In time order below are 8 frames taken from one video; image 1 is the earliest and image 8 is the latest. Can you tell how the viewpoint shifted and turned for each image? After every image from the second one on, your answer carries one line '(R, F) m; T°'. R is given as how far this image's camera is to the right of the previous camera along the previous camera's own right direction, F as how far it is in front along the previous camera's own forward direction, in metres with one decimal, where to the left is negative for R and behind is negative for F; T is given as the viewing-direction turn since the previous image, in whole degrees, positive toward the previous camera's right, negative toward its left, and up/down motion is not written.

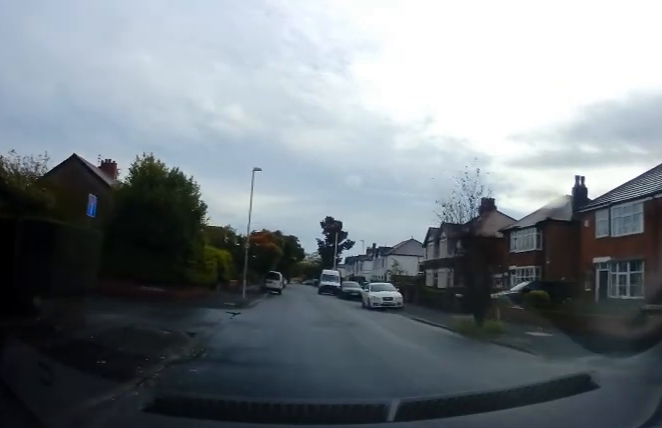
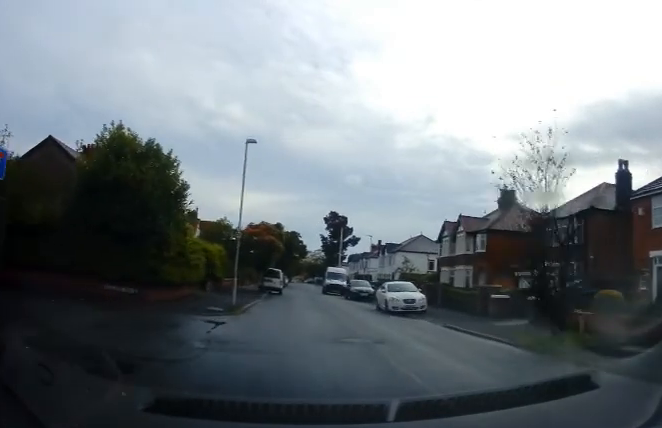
(-0.2, +4.1) m; 0°
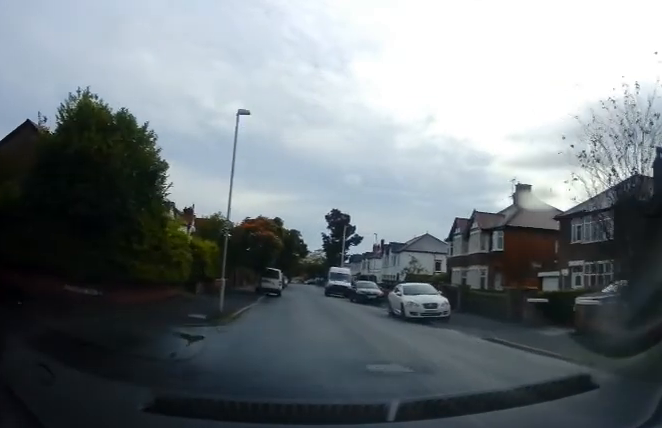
(+0.2, +3.4) m; +2°
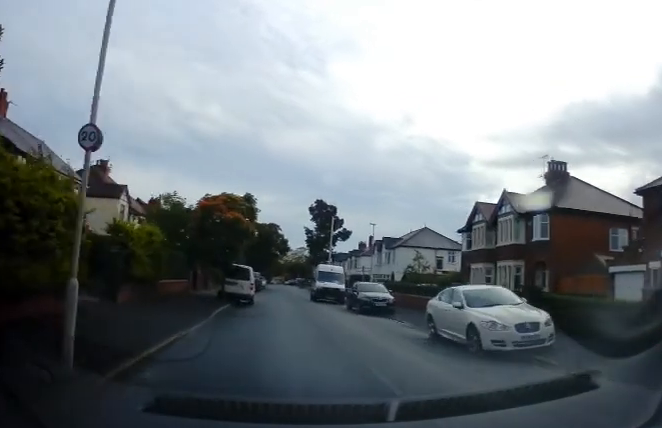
(+0.4, +8.8) m; +2°
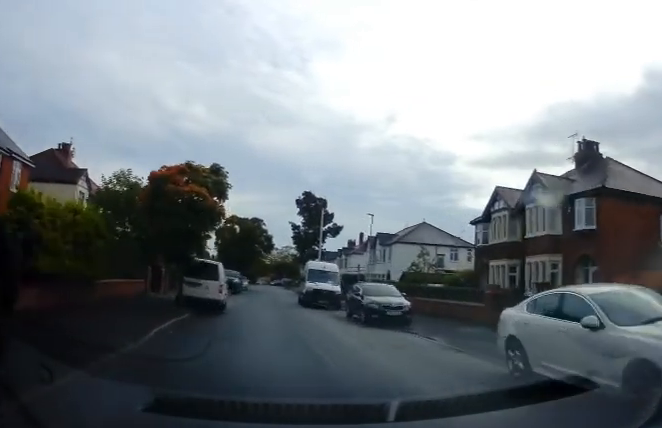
(-0.1, +5.8) m; 0°
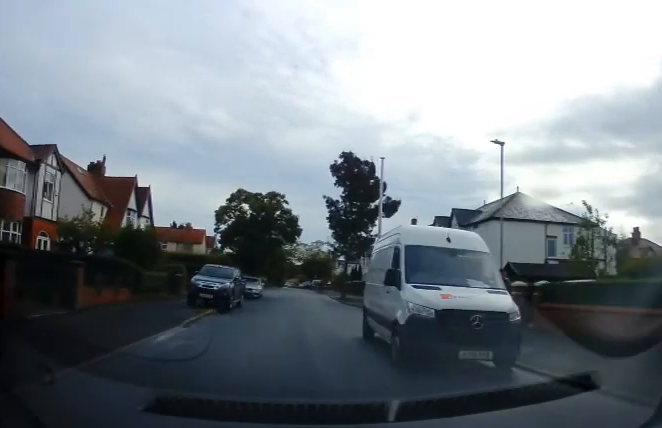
(-1.1, +17.2) m; -6°
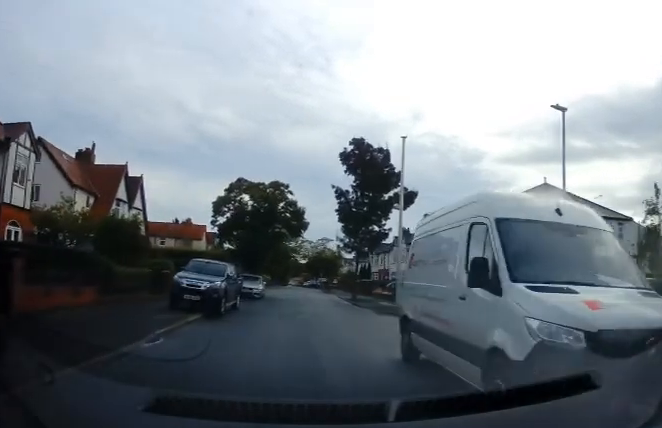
(0.0, +3.5) m; 0°
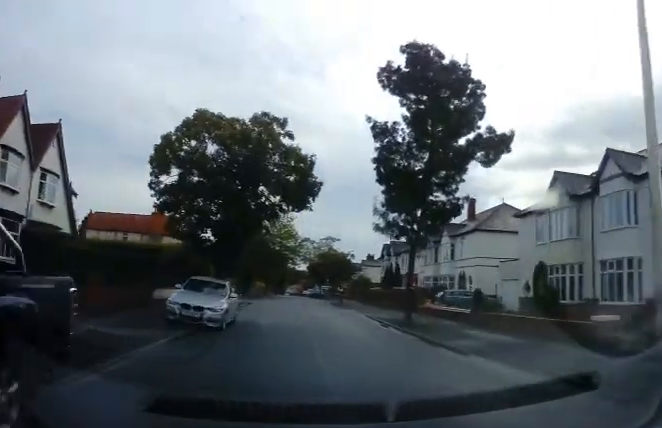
(+0.6, +15.2) m; +3°
